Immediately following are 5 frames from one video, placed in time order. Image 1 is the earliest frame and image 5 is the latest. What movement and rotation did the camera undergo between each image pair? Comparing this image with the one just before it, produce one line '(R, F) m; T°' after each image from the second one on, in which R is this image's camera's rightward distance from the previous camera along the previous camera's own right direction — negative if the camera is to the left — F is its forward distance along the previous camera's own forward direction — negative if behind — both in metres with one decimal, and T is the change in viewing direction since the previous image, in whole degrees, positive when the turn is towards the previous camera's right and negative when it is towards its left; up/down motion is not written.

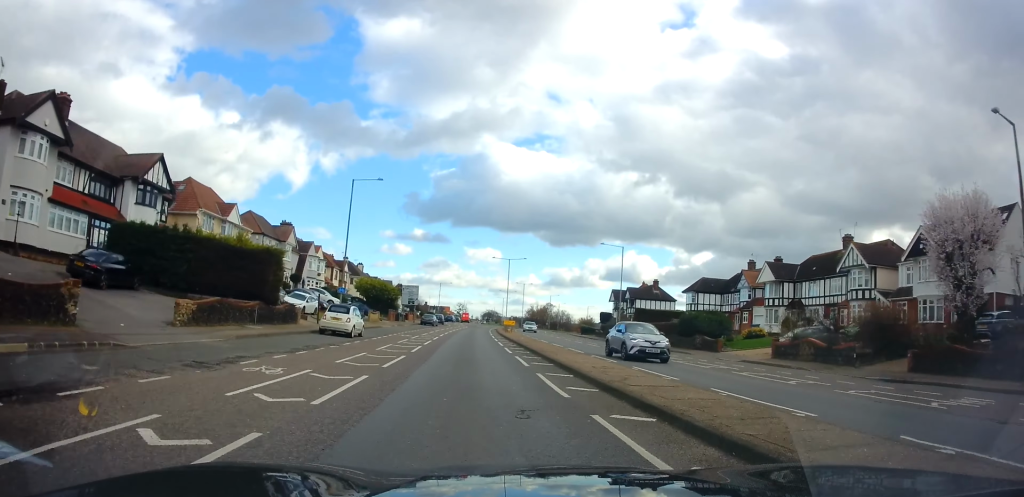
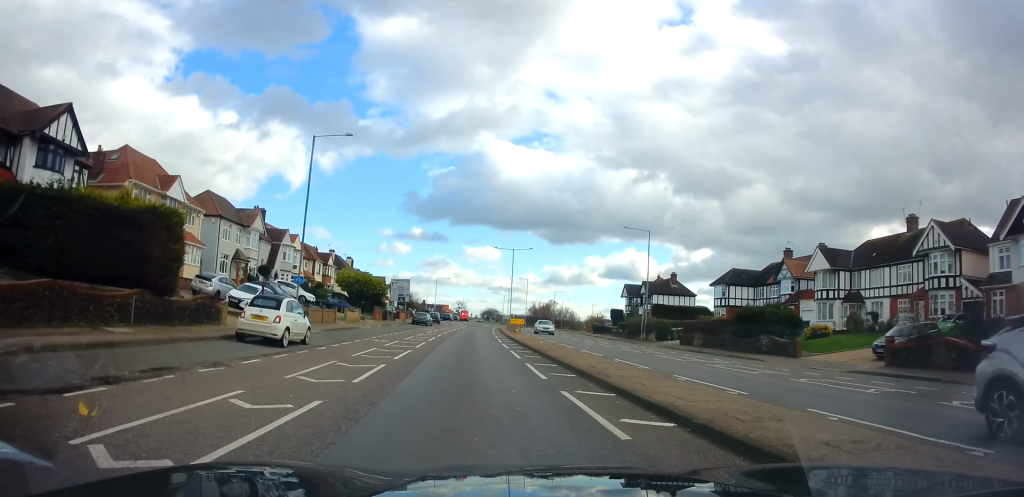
(-0.2, +9.8) m; -1°
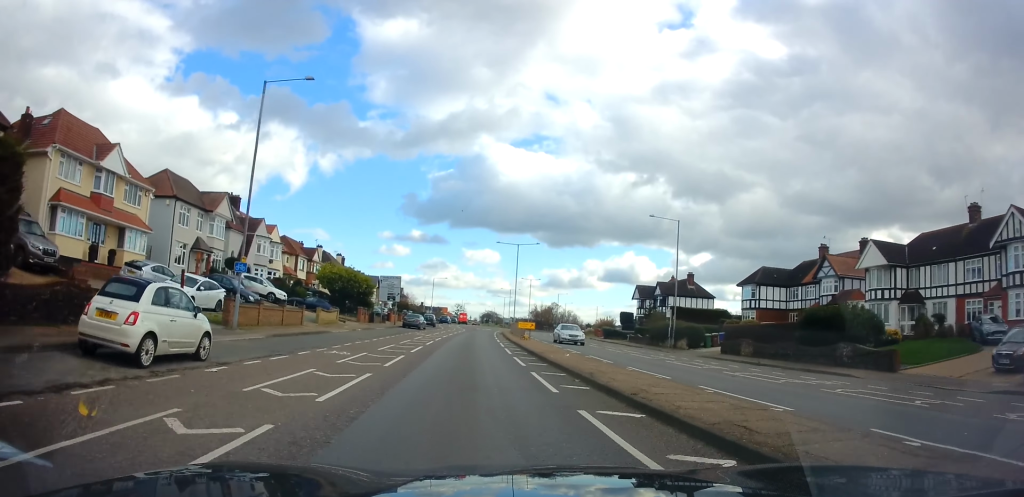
(+0.1, +7.6) m; 0°
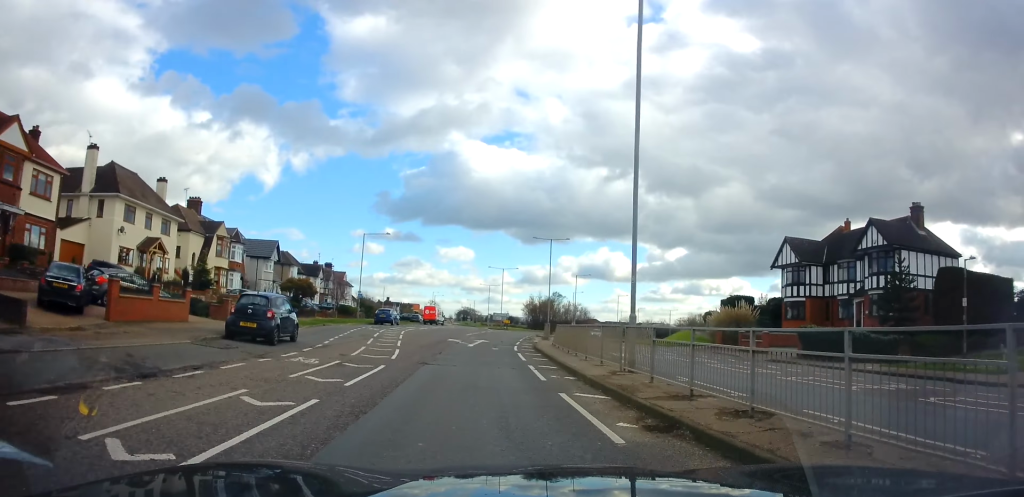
(+1.0, +51.9) m; +1°
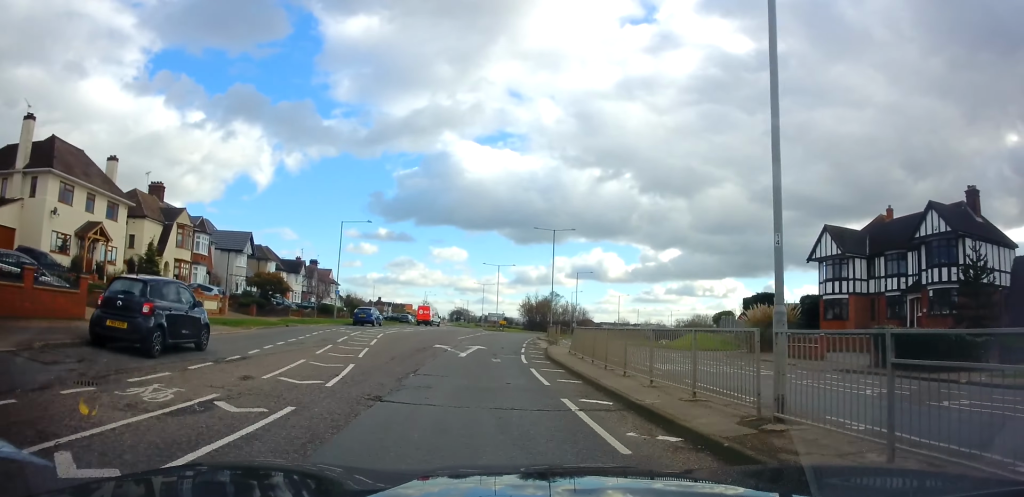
(-0.1, +6.5) m; 0°
